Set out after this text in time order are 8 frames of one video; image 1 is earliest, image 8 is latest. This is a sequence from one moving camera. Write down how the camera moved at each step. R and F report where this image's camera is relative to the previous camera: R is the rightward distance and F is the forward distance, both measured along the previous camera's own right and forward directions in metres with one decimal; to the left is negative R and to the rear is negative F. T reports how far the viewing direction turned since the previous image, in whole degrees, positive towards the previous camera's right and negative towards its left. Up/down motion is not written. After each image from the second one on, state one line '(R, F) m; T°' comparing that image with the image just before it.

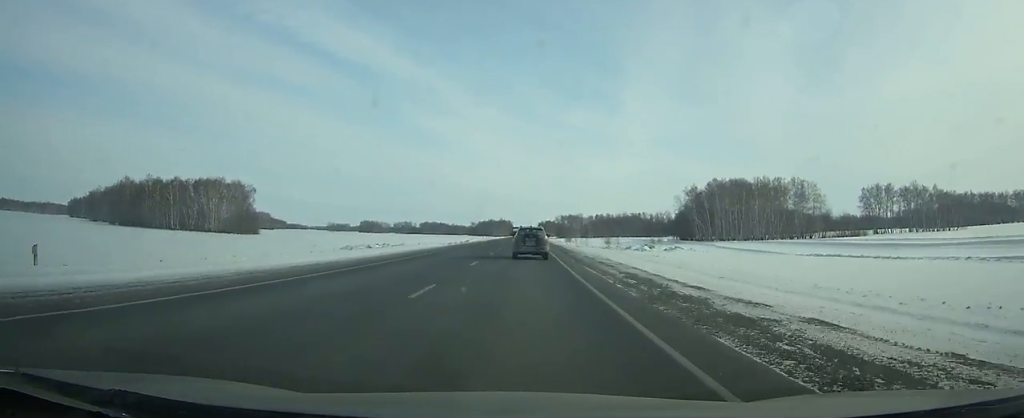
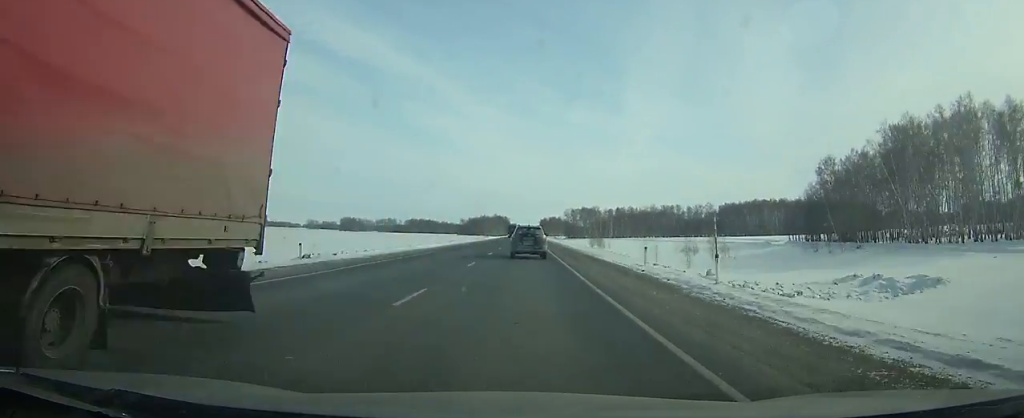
(+0.1, +122.1) m; 0°
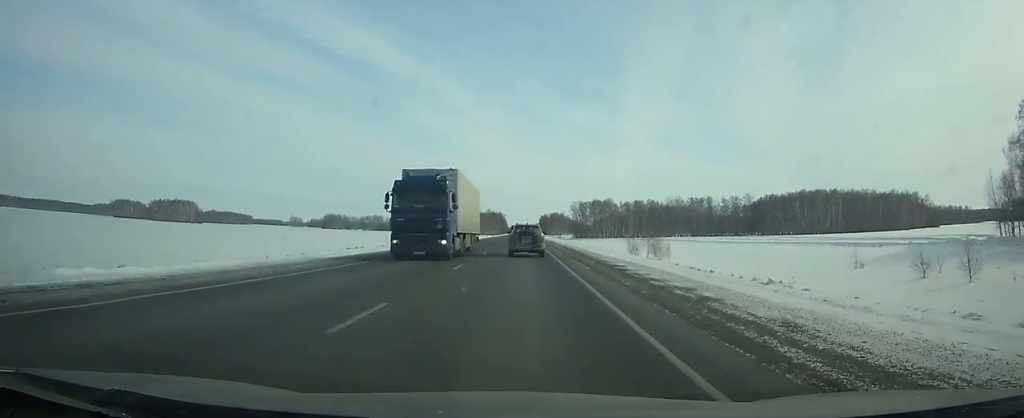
(+0.1, +76.1) m; 0°
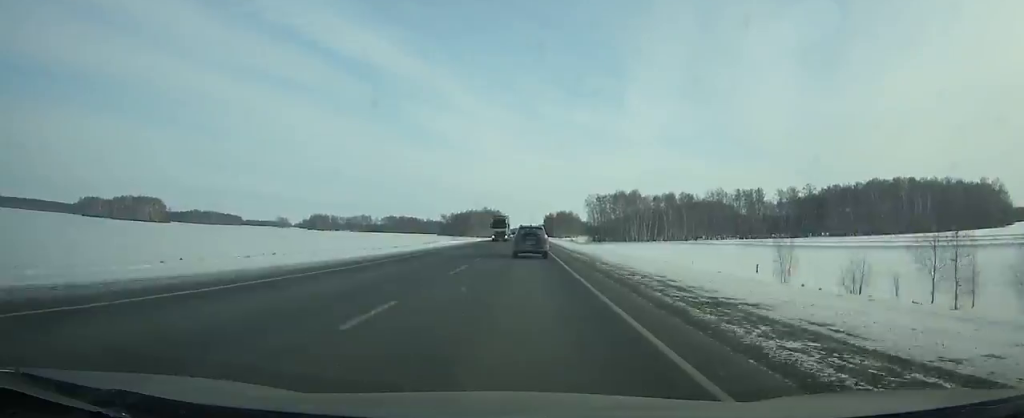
(+0.1, +71.0) m; 0°
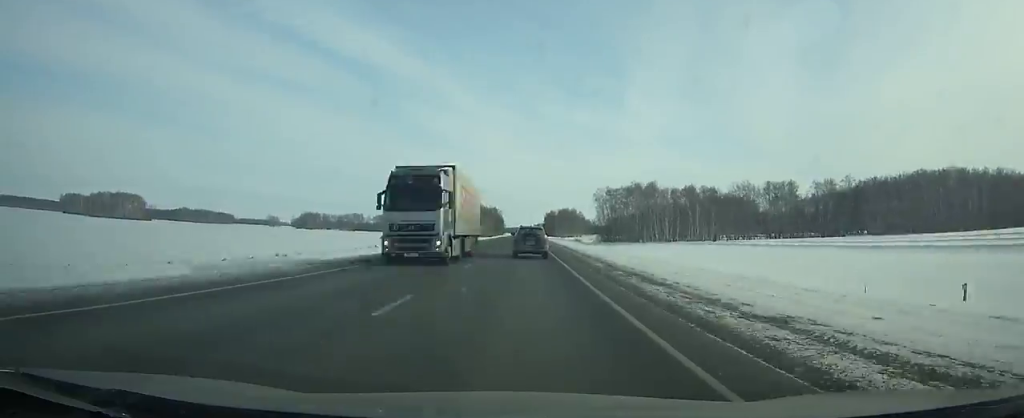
(-0.1, +35.7) m; 0°
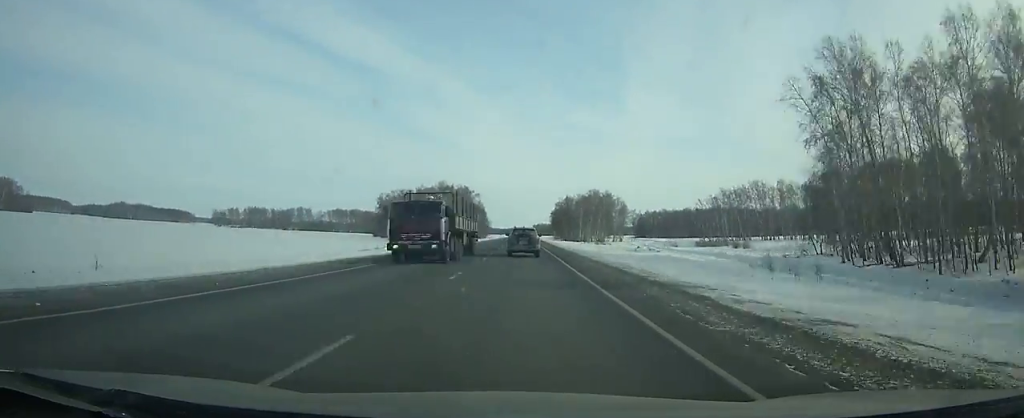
(+0.4, +172.0) m; 0°
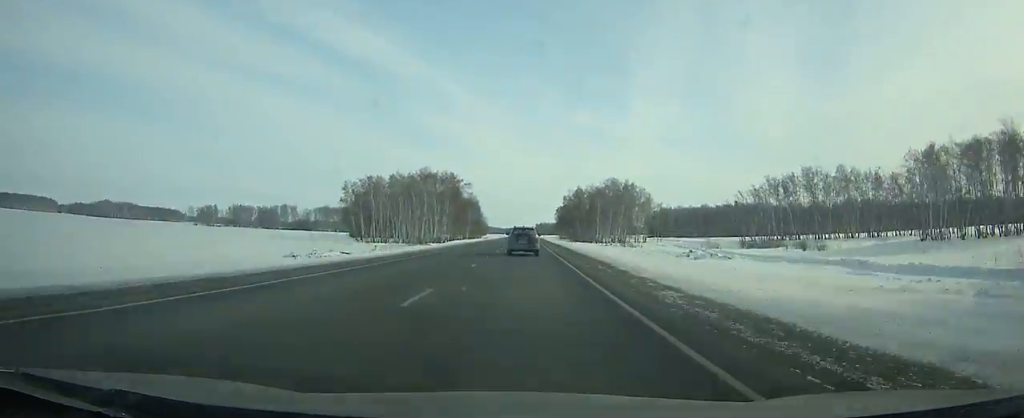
(0.0, +42.1) m; 0°
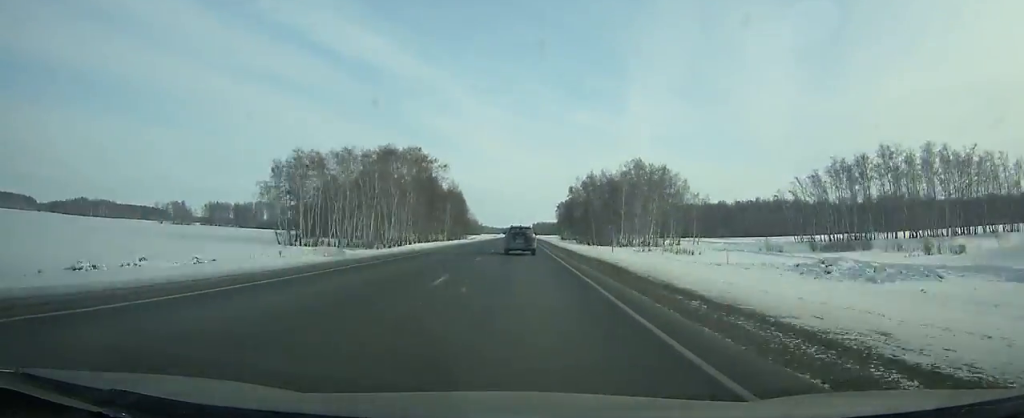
(-0.1, +45.1) m; 0°
